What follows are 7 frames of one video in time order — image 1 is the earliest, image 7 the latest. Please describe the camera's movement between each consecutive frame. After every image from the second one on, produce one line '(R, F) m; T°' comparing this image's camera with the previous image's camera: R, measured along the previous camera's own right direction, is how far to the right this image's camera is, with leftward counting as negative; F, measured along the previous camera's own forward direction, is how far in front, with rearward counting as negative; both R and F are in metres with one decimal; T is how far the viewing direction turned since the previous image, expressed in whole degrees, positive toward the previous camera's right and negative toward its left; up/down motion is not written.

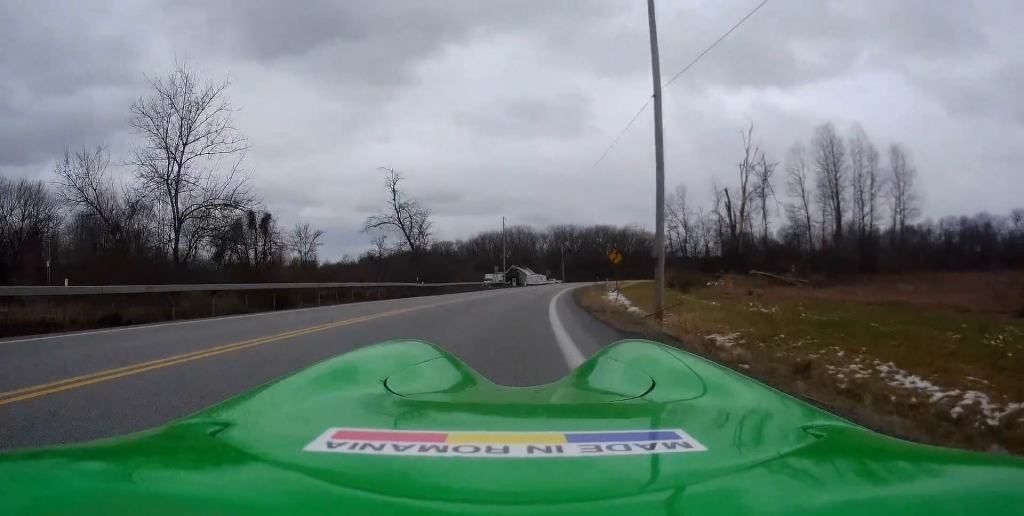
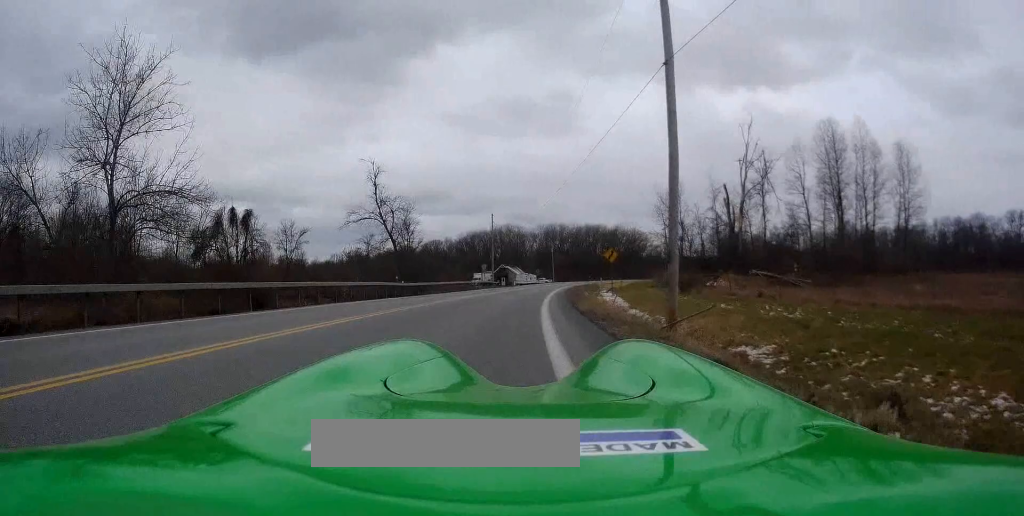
(-0.3, +3.0) m; -1°
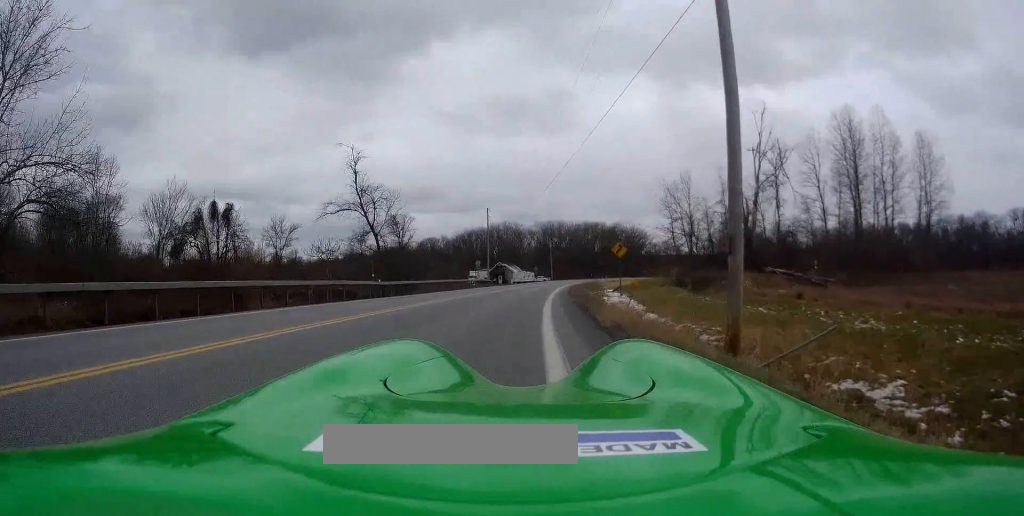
(+0.1, +4.9) m; 0°
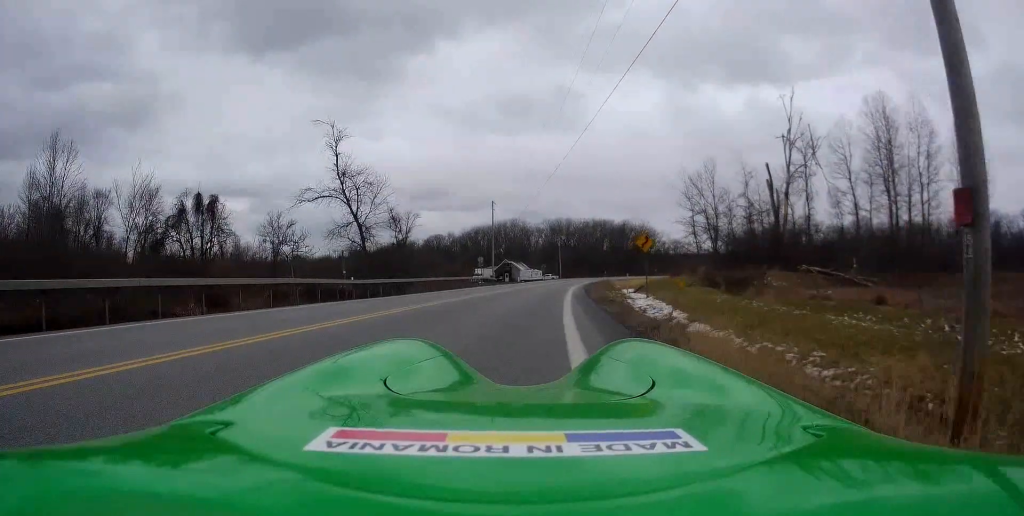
(-0.3, +5.9) m; +1°
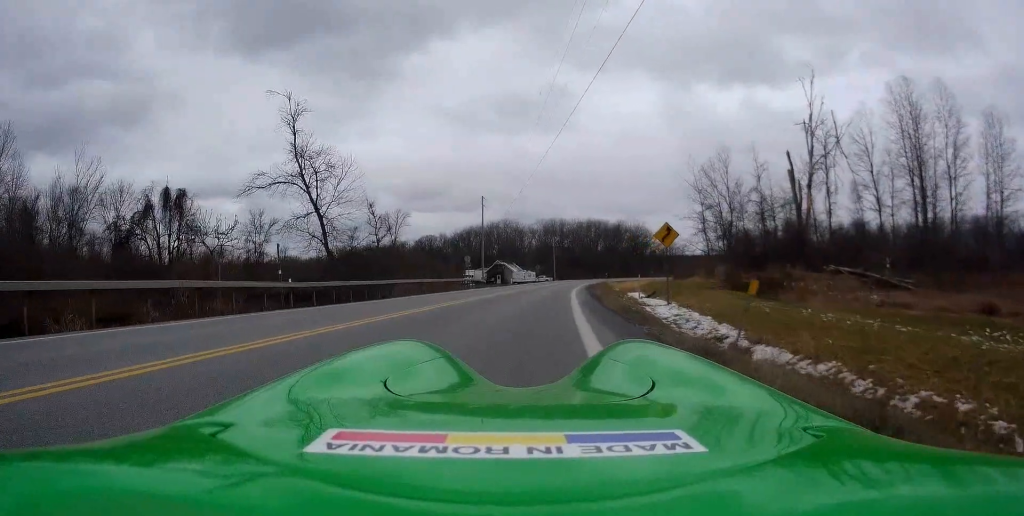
(+0.4, +6.1) m; -1°
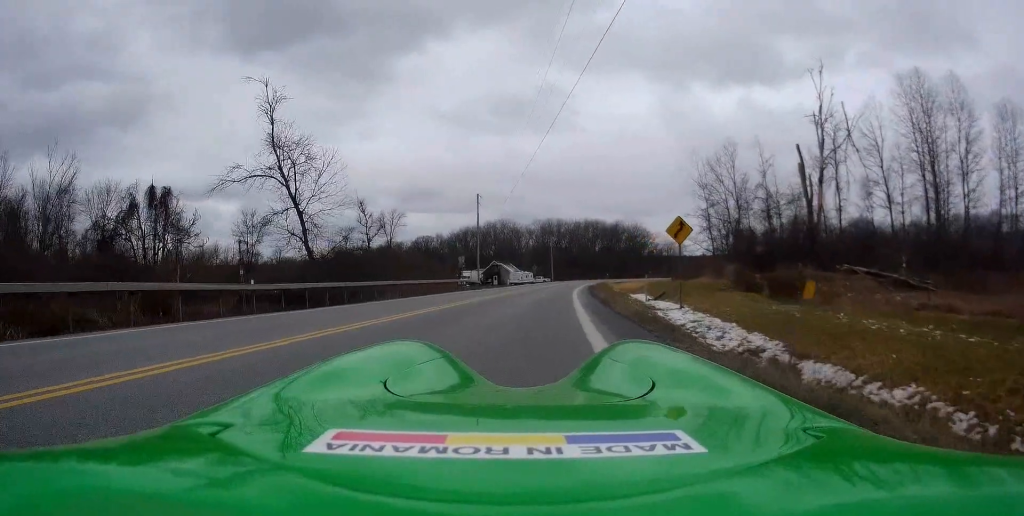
(-0.2, +2.5) m; -3°
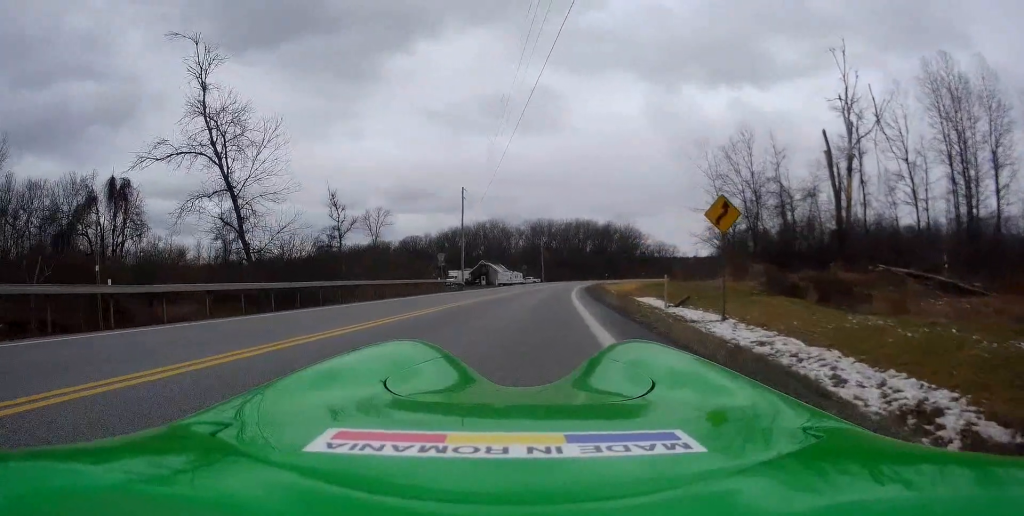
(-0.2, +6.0) m; +3°
